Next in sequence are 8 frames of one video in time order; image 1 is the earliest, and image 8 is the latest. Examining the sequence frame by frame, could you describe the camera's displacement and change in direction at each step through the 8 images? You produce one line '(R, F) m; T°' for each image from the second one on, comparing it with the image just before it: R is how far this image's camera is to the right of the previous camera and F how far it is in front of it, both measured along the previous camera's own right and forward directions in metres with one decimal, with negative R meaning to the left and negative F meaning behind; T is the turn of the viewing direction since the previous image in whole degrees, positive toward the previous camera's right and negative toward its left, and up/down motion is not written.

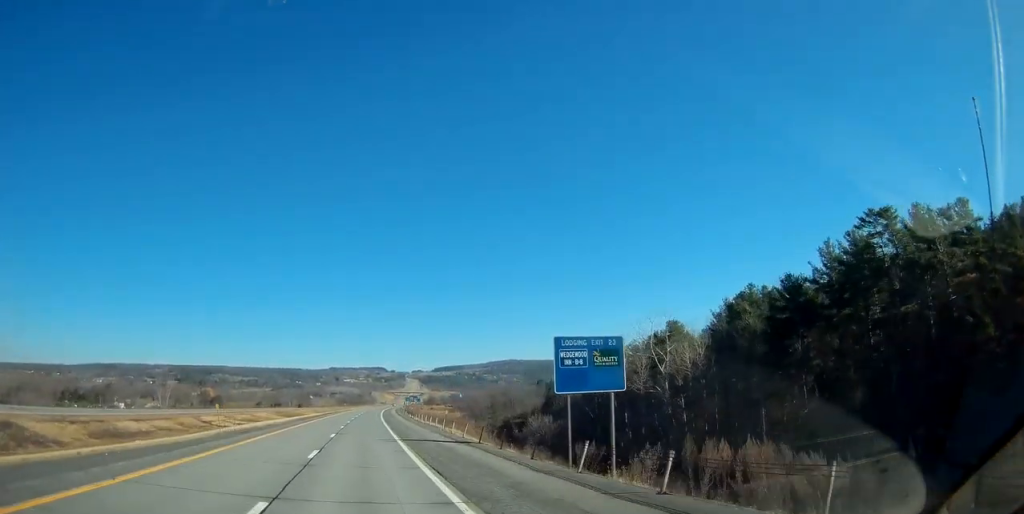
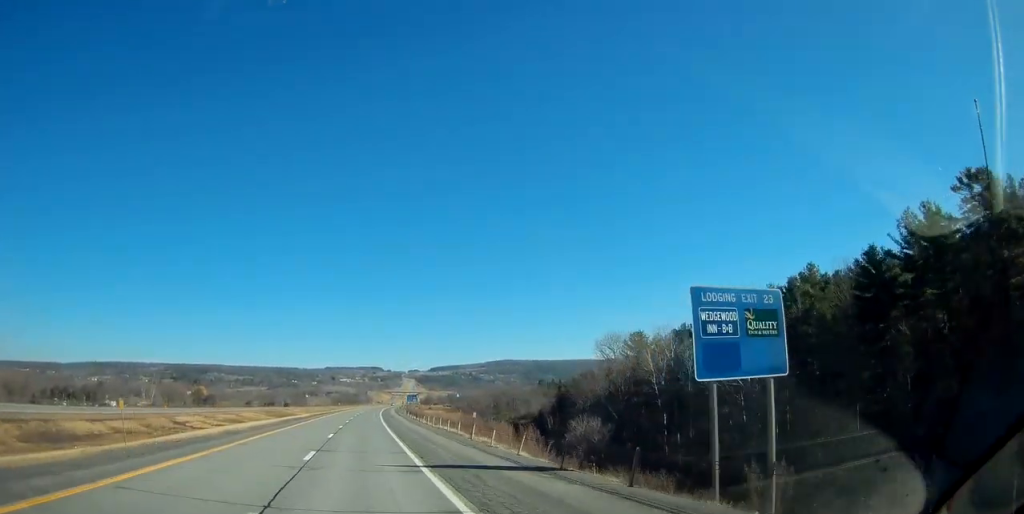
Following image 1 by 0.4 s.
(+0.1, +13.6) m; +1°
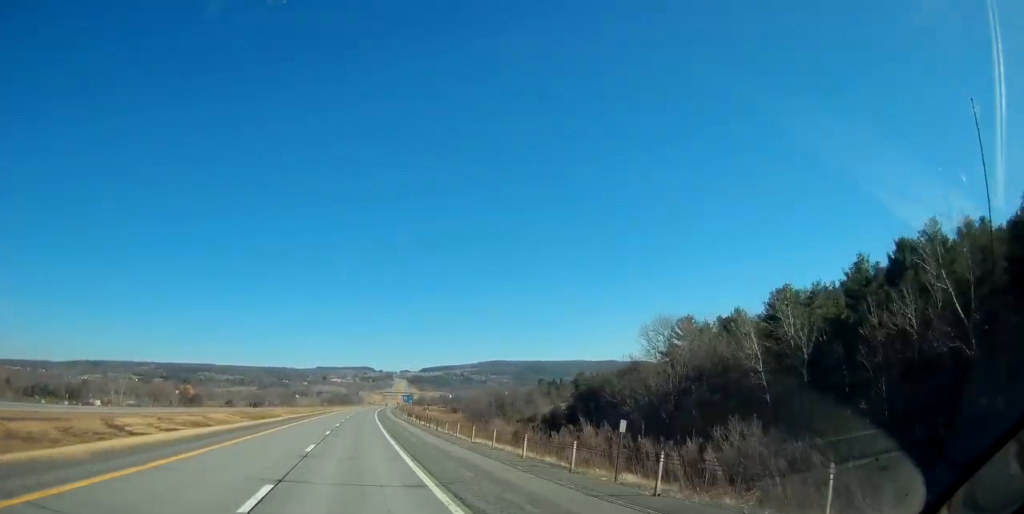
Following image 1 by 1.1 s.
(+0.1, +20.9) m; 0°
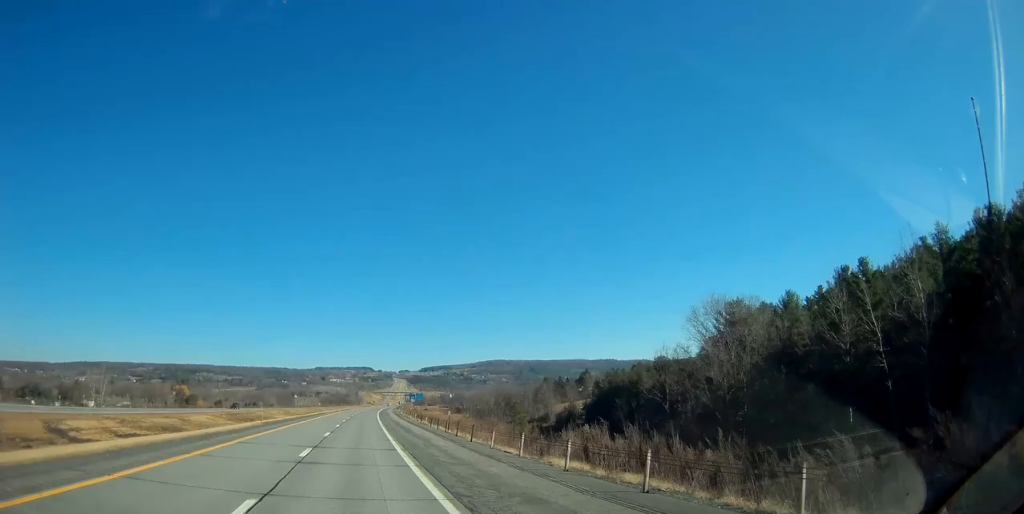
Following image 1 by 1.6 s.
(+0.1, +14.7) m; 0°
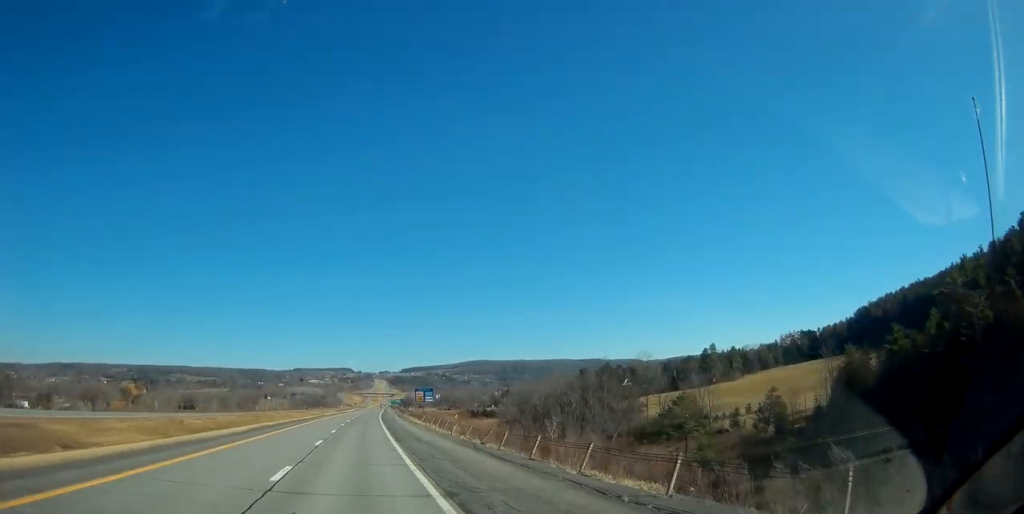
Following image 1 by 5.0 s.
(+2.0, +103.1) m; +2°
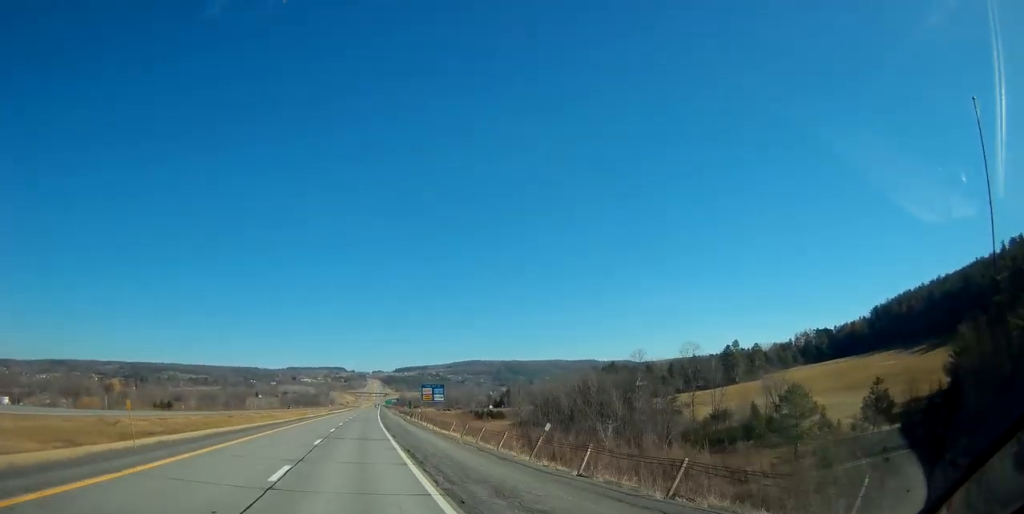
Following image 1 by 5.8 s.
(0.0, +24.2) m; +1°
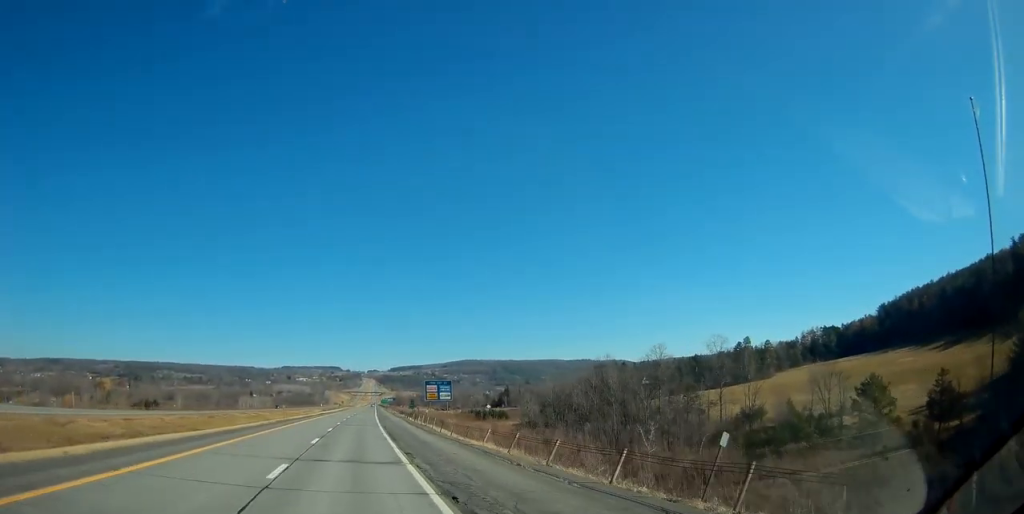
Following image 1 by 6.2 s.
(+0.2, +12.1) m; 0°
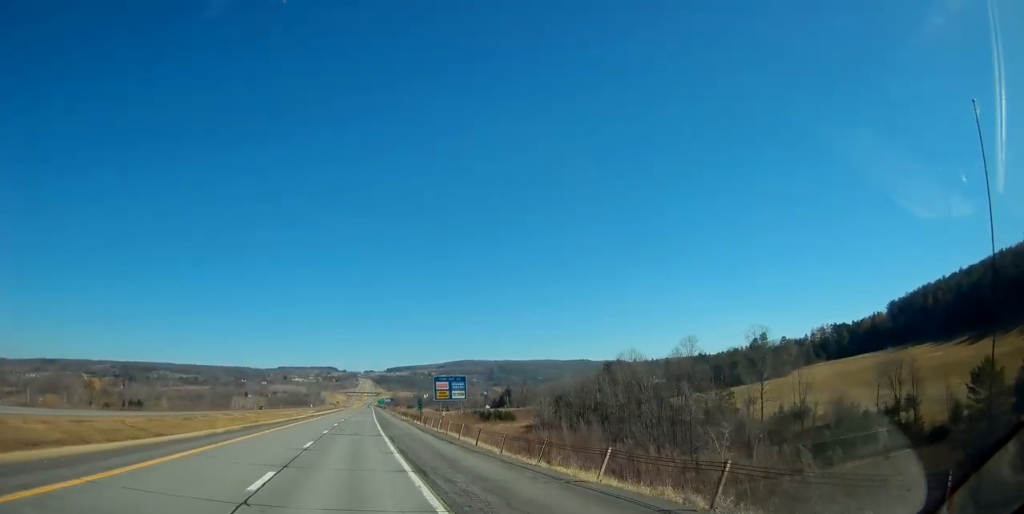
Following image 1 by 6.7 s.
(+0.1, +14.5) m; 0°
